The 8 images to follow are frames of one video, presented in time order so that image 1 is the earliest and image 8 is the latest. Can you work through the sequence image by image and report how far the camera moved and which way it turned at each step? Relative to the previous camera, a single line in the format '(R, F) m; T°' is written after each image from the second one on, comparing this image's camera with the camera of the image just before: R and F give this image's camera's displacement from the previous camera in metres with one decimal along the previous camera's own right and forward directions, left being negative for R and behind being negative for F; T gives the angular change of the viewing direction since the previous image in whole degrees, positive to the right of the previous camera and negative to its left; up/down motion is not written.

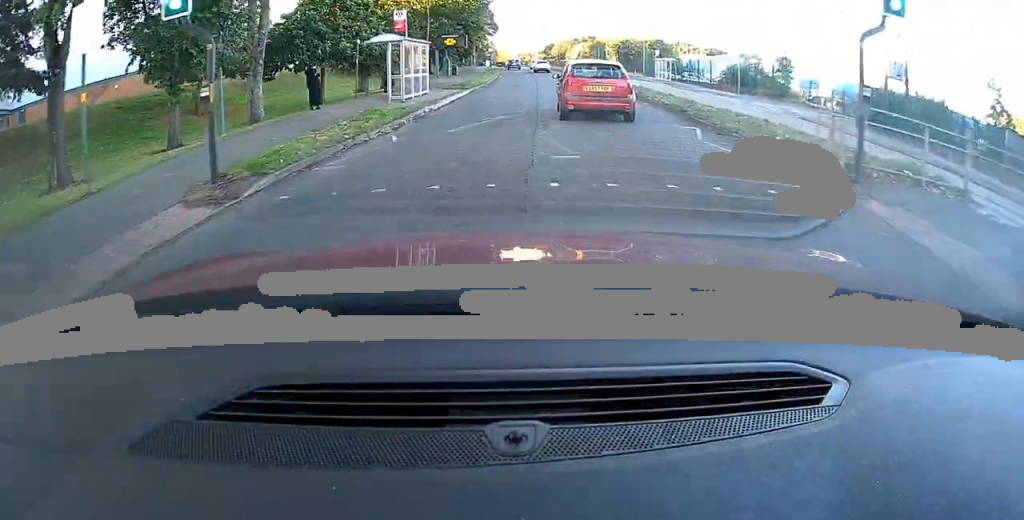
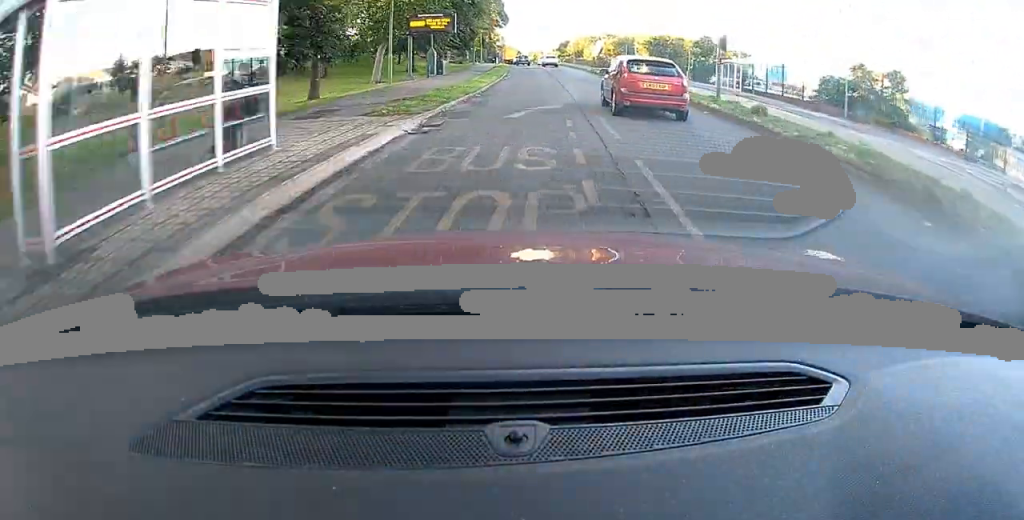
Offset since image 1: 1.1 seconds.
(-0.1, +16.6) m; 0°
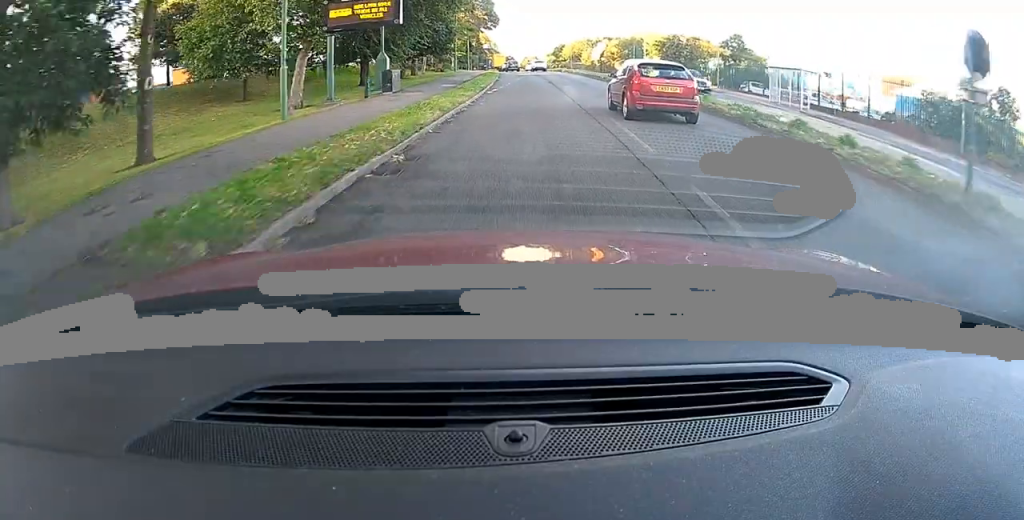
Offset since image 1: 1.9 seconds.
(0.0, +12.3) m; 0°
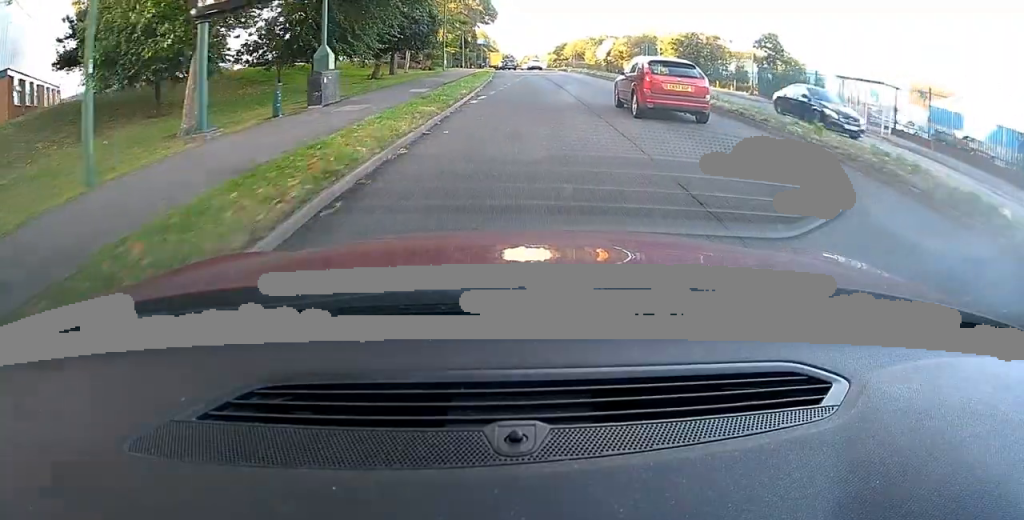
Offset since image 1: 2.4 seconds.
(0.0, +8.2) m; 0°
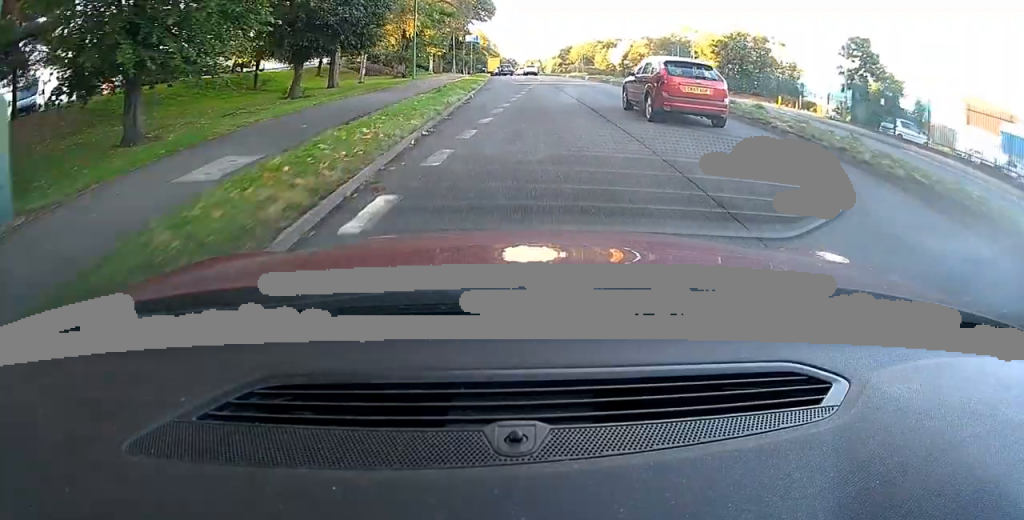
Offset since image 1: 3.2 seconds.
(-0.1, +13.8) m; 0°
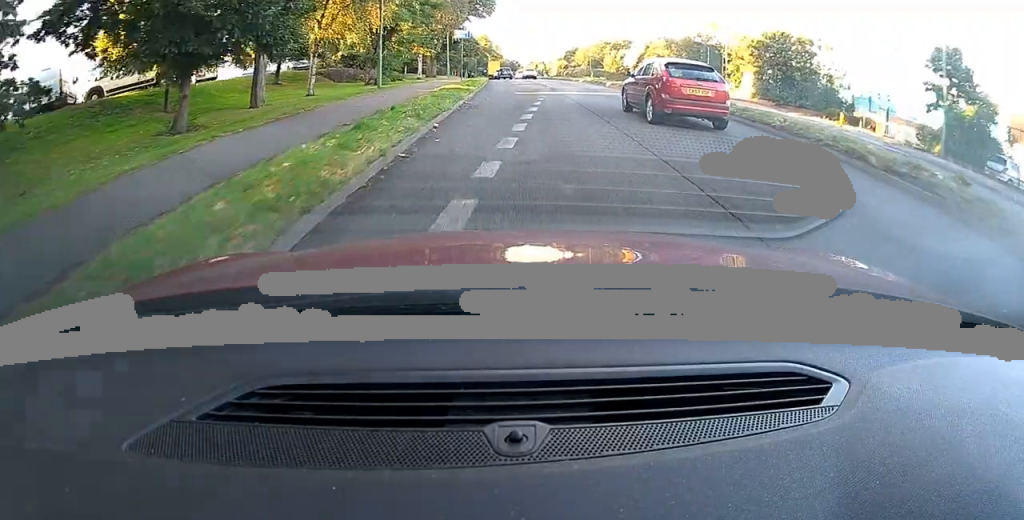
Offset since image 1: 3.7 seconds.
(0.0, +8.8) m; 0°
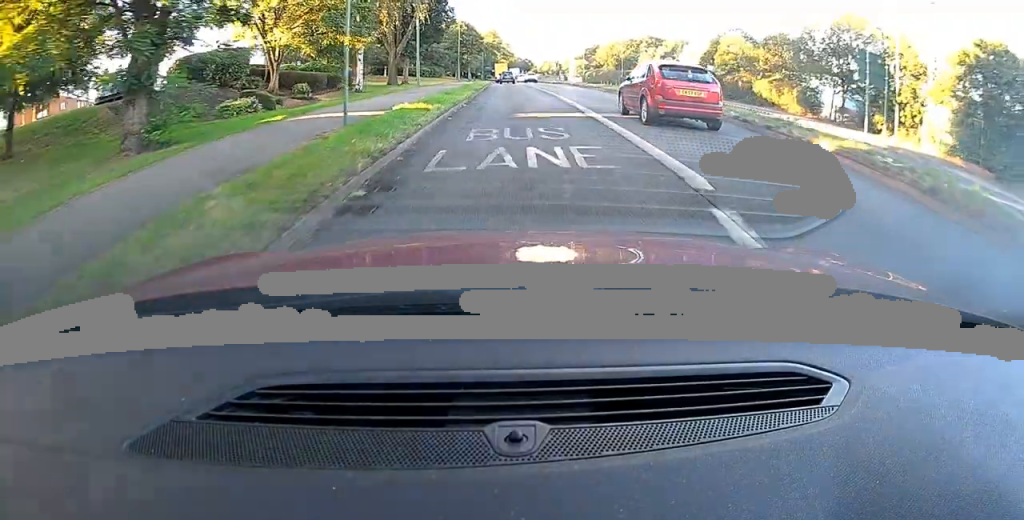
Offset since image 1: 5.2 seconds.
(-0.1, +23.8) m; -1°
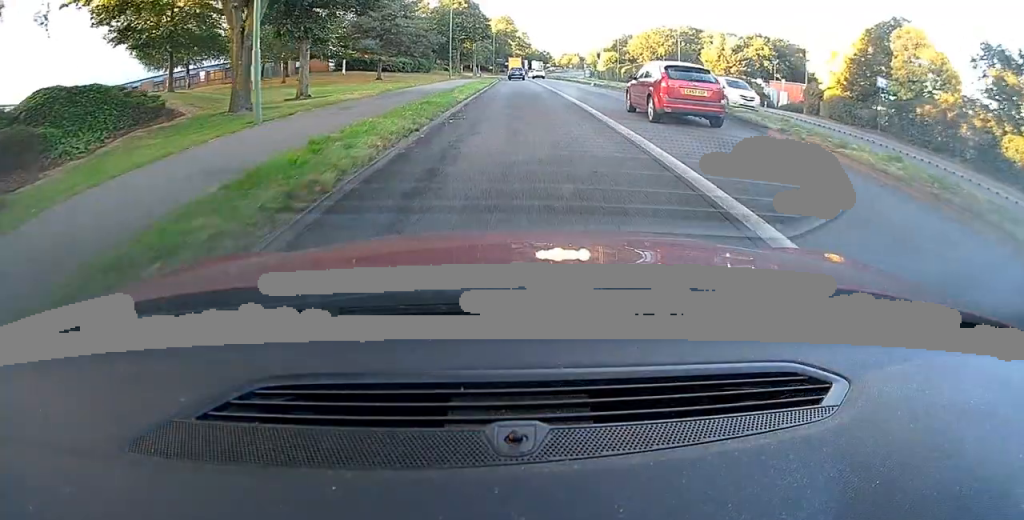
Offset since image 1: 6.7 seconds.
(-0.4, +25.1) m; -1°
